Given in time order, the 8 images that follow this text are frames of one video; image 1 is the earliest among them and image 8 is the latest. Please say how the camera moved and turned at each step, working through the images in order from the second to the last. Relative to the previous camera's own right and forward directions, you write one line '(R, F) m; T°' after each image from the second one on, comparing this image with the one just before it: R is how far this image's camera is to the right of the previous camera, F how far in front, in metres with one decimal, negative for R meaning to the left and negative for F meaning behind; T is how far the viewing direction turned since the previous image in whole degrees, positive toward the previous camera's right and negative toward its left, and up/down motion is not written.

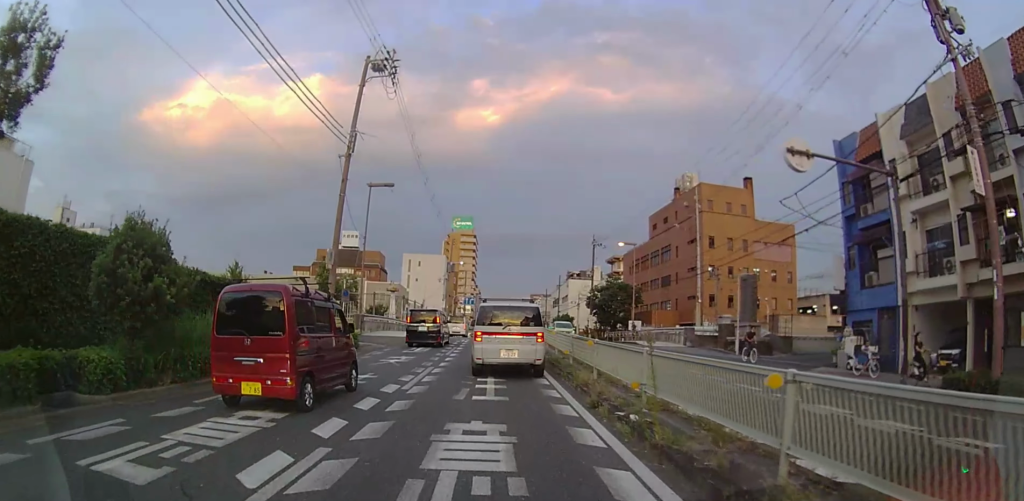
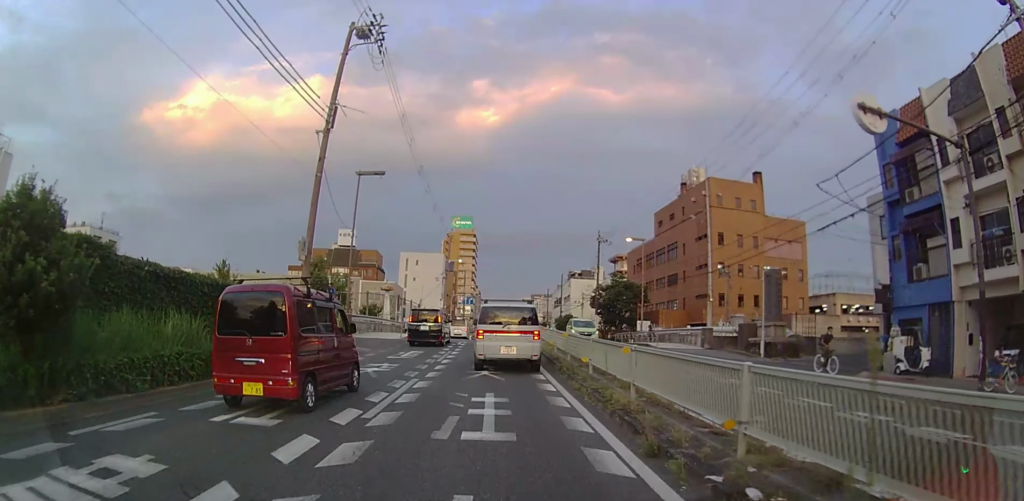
(0.0, +3.3) m; +1°
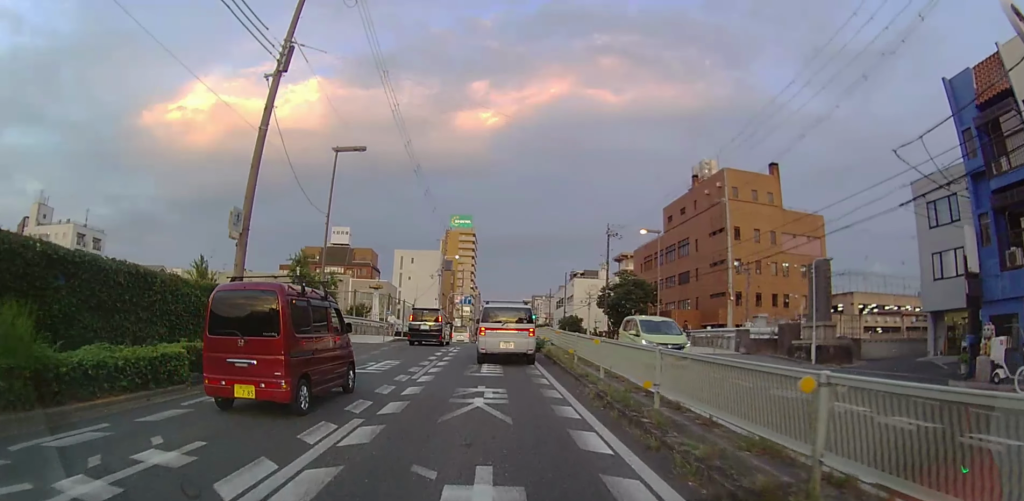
(+0.1, +5.7) m; 0°
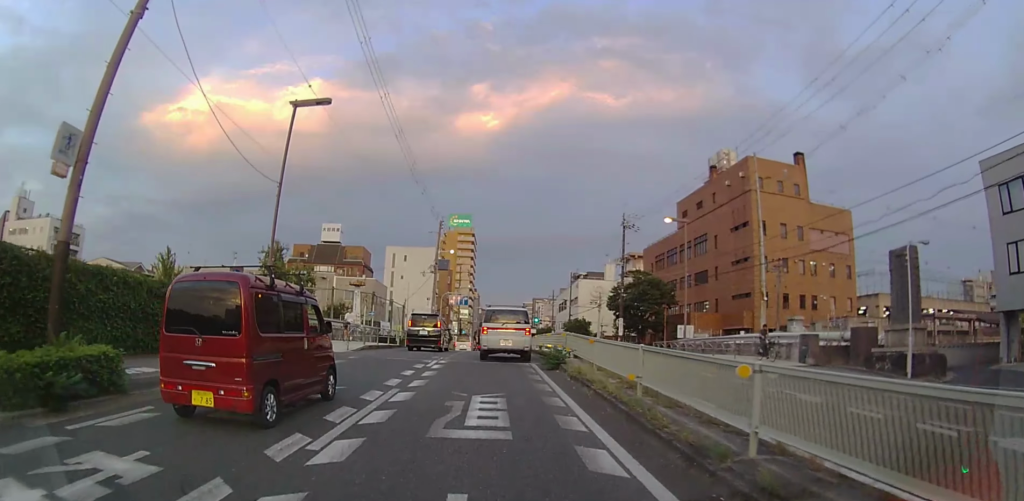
(-0.2, +7.1) m; -3°
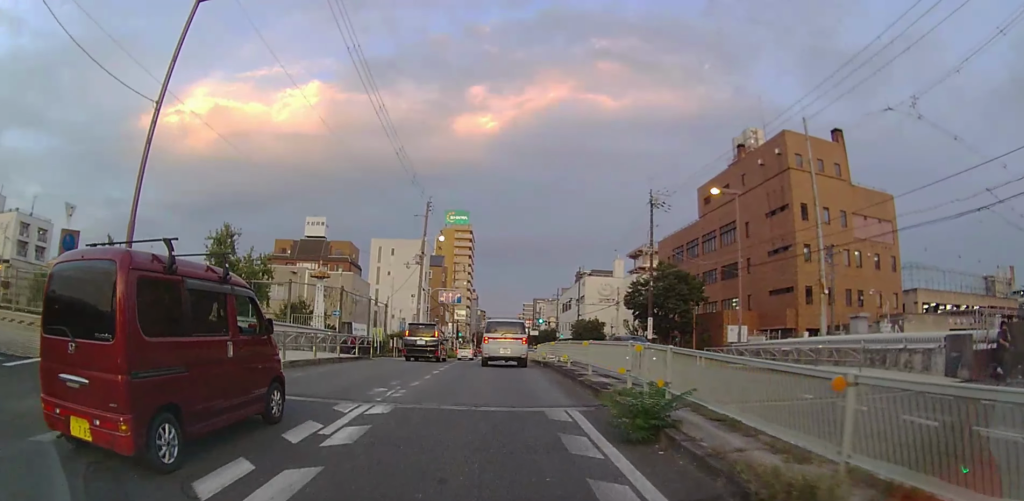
(-0.4, +9.1) m; -3°
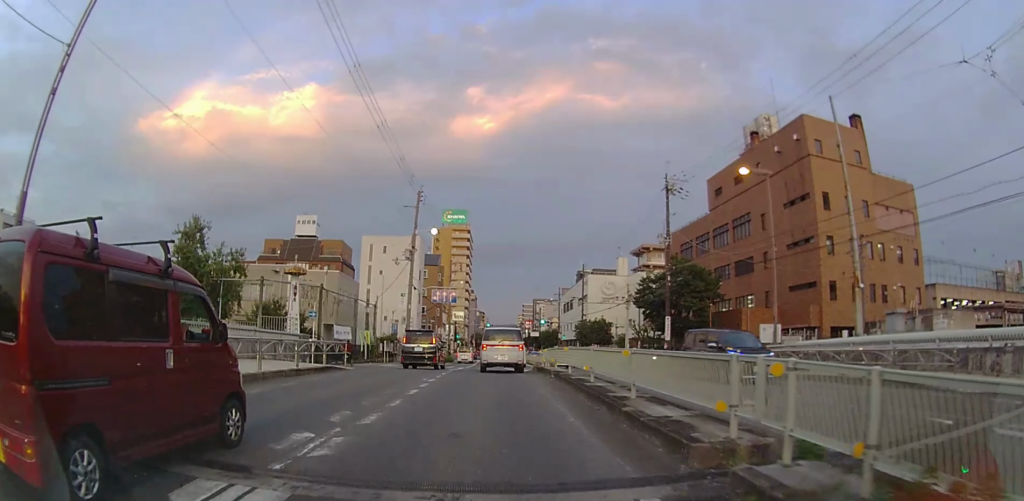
(-0.1, +4.3) m; 0°
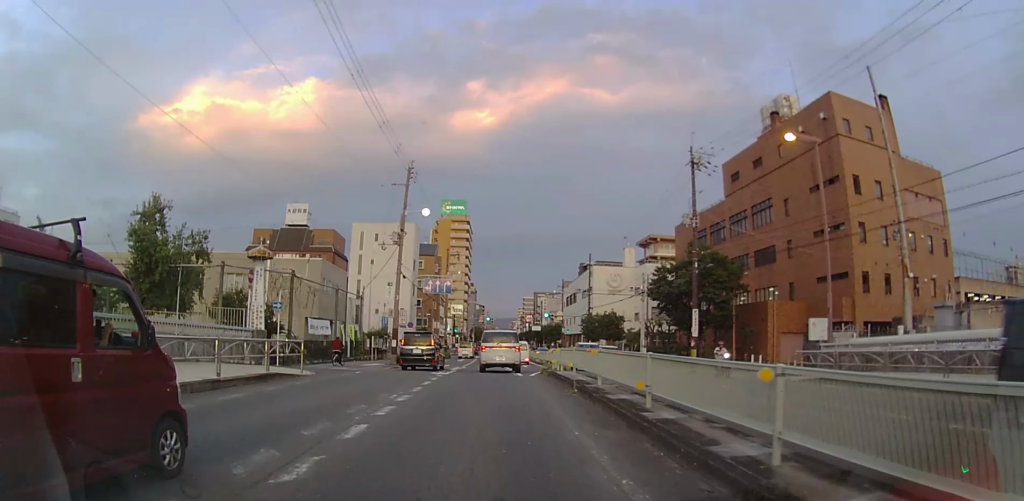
(+0.1, +4.7) m; +1°
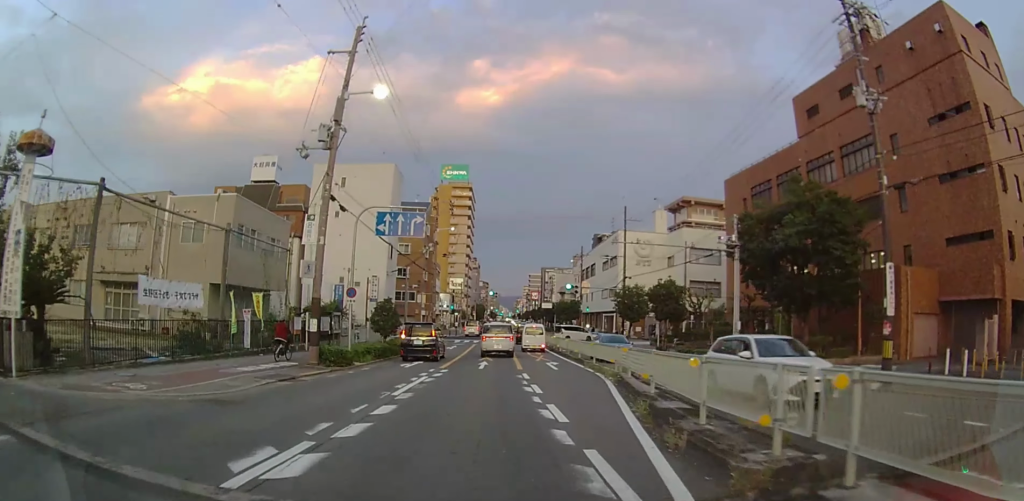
(-0.1, +16.2) m; 0°
